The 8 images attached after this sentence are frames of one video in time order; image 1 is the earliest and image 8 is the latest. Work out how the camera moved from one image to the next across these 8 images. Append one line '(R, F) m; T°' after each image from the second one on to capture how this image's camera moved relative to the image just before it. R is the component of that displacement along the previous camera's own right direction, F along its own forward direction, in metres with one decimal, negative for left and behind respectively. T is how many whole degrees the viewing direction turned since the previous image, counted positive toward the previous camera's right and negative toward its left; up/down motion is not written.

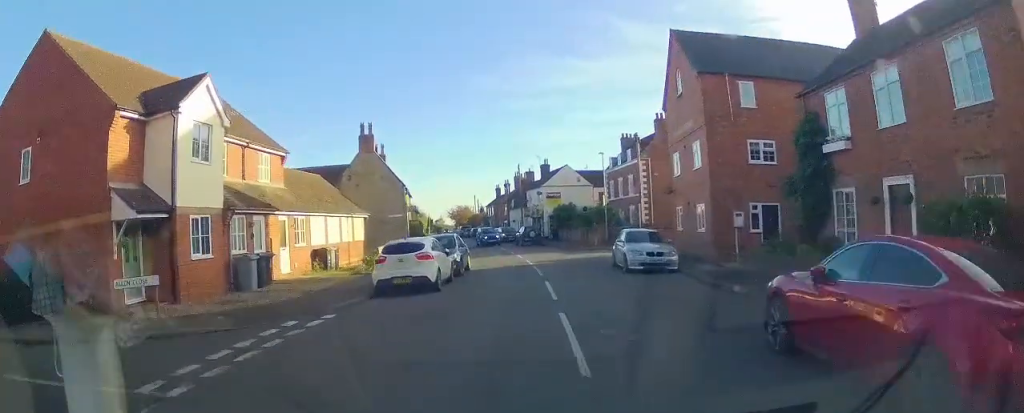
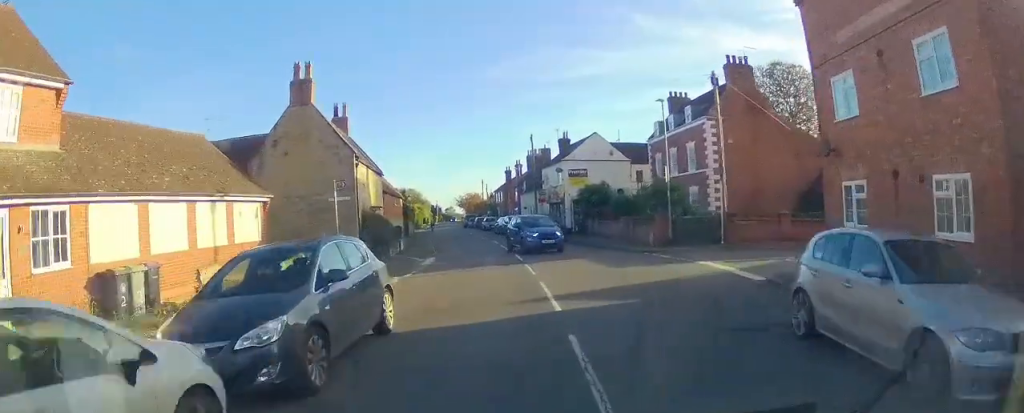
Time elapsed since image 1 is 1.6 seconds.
(+0.1, +14.3) m; -2°
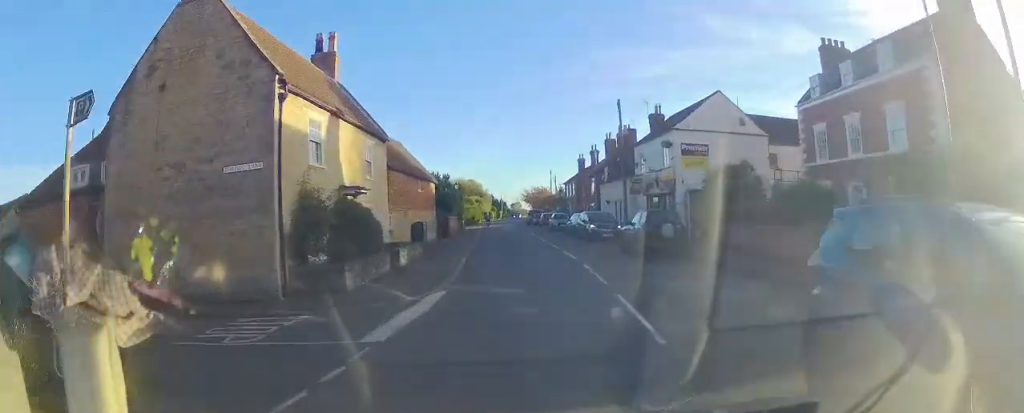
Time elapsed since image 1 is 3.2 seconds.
(-1.0, +13.8) m; -9°
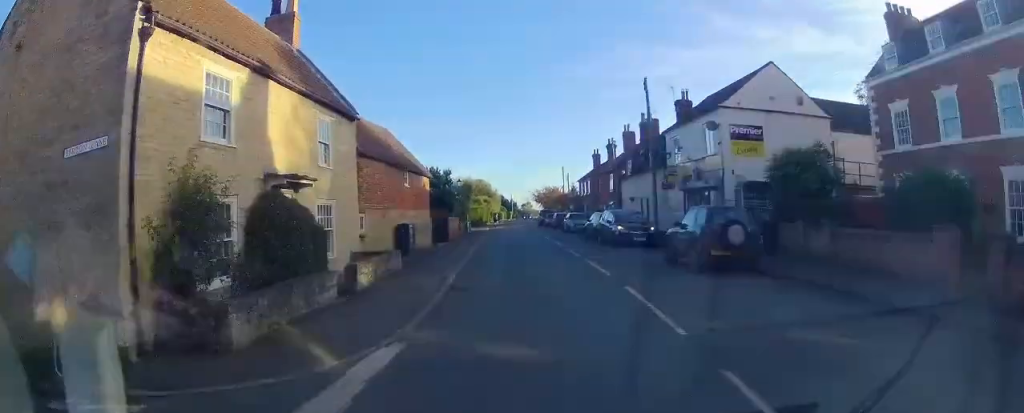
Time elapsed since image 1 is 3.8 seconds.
(-0.3, +5.2) m; -2°
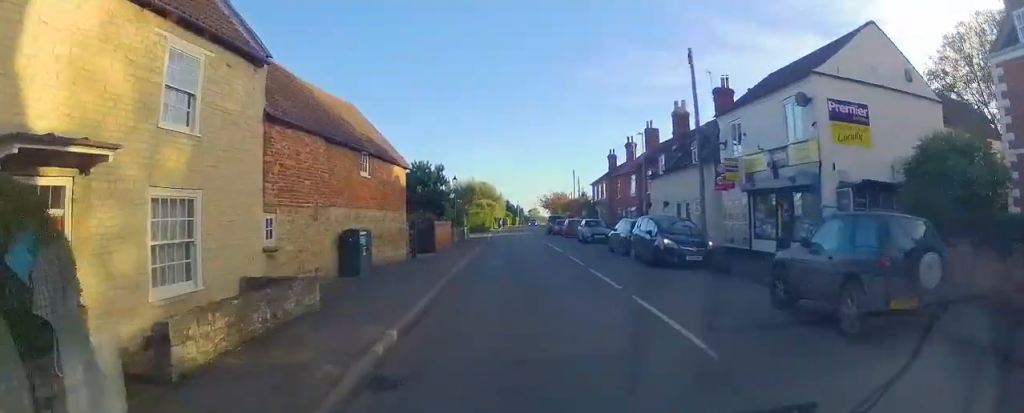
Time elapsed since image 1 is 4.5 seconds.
(0.0, +6.8) m; 0°
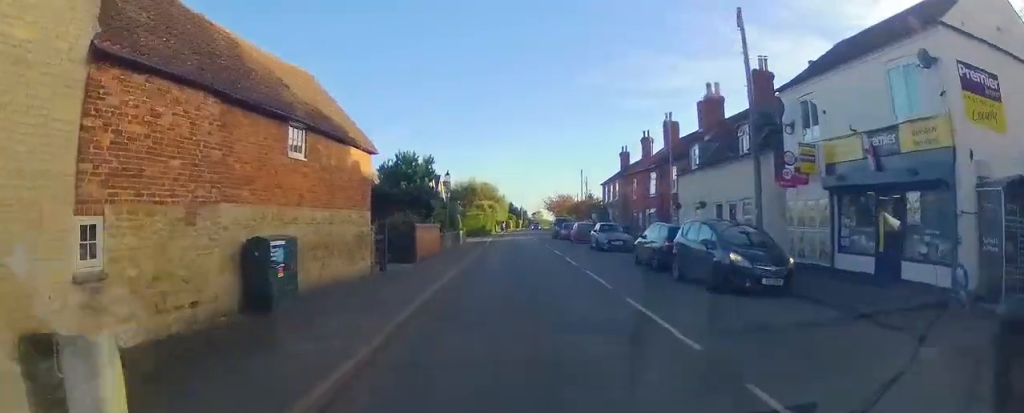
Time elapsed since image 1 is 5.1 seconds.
(0.0, +5.2) m; +1°
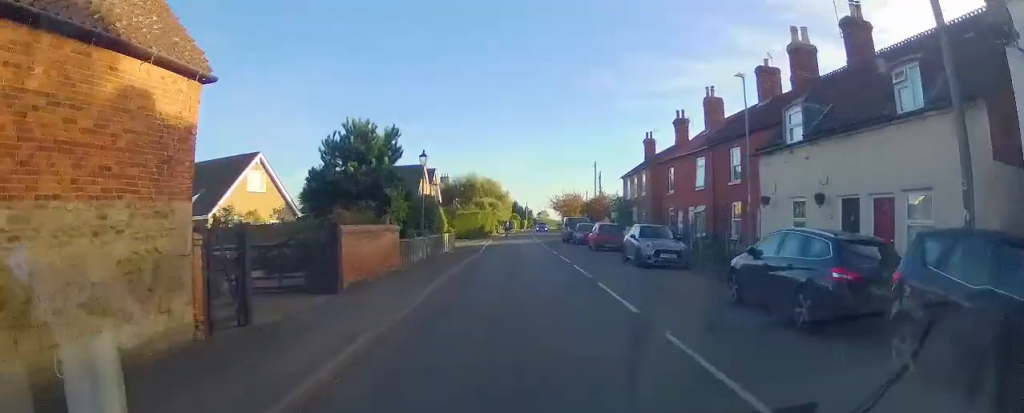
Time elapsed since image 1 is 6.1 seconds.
(0.0, +9.1) m; 0°
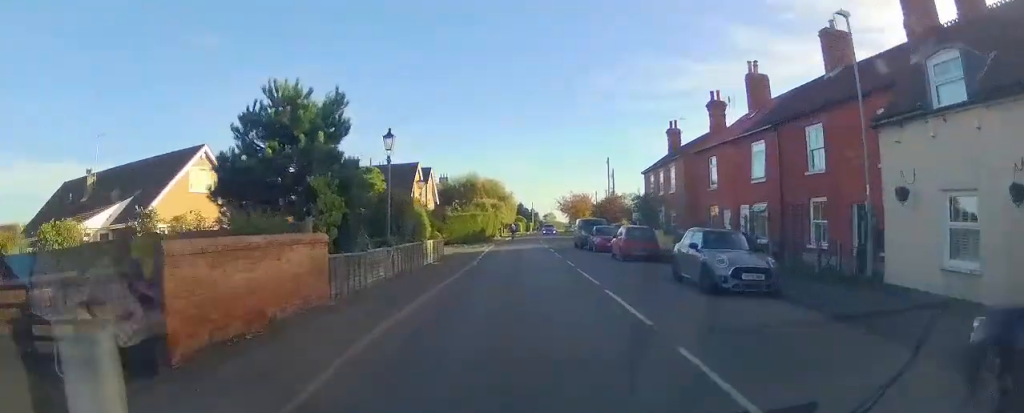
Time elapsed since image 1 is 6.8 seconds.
(0.0, +6.7) m; 0°
